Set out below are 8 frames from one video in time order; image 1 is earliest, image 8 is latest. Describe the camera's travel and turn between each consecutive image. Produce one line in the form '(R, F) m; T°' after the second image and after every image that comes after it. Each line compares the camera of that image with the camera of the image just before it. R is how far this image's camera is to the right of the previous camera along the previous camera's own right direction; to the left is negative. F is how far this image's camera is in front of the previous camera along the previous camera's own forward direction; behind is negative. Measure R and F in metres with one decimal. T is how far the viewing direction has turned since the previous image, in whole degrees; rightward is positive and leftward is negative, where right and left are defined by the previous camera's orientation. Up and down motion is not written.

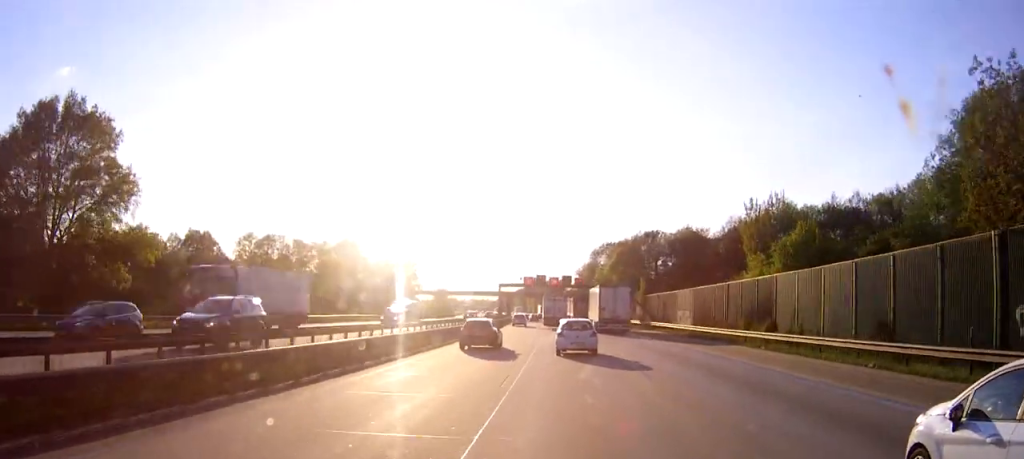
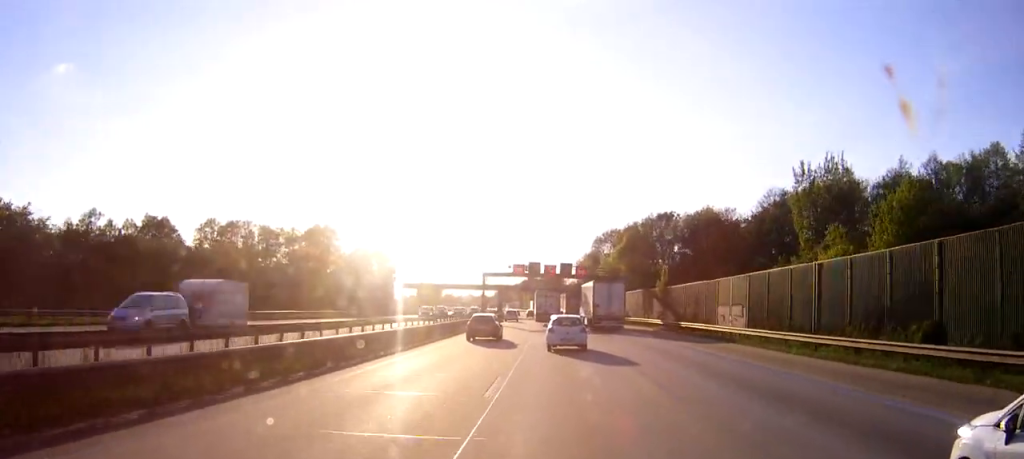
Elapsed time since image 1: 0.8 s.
(-0.3, +20.4) m; 0°
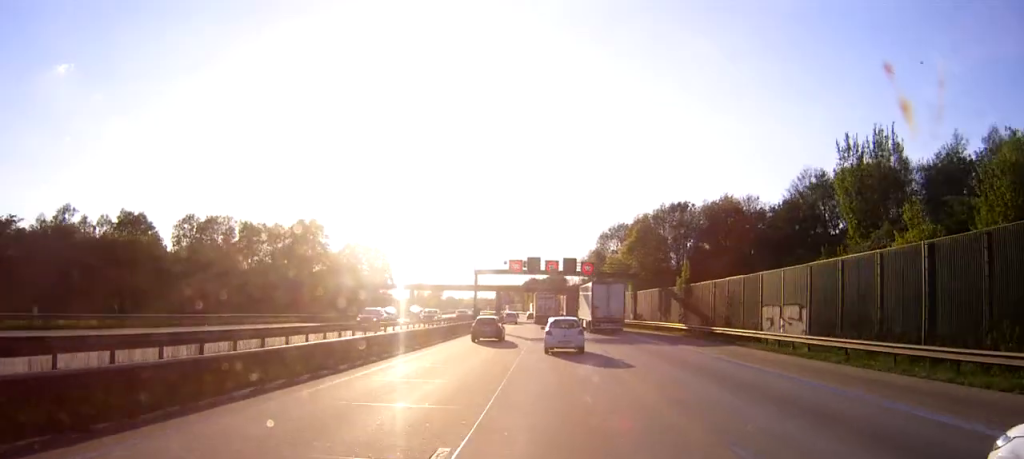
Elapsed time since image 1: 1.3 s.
(+0.1, +11.5) m; 0°
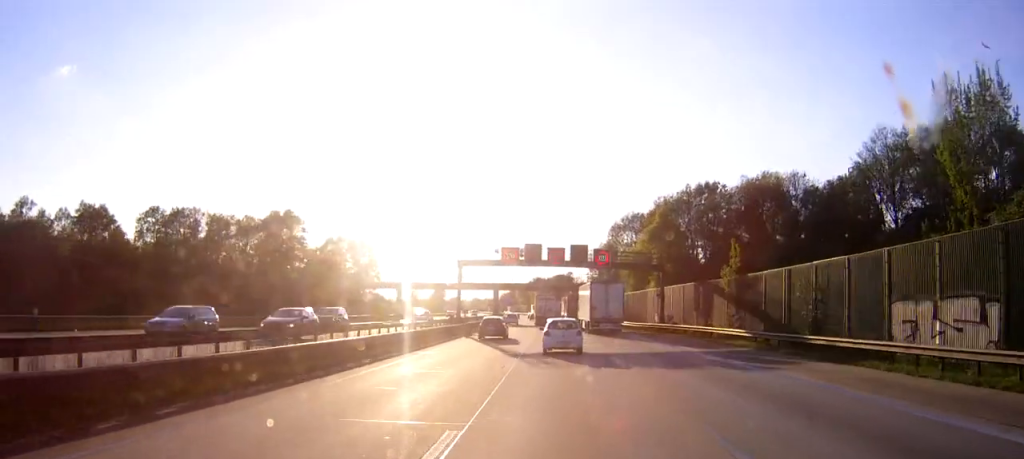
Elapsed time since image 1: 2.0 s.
(0.0, +17.1) m; 0°
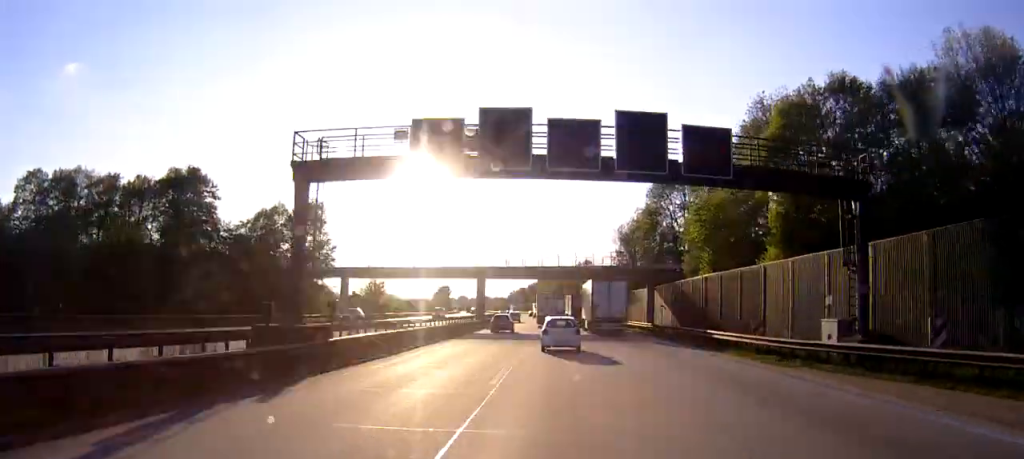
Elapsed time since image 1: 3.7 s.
(-0.2, +41.0) m; 0°
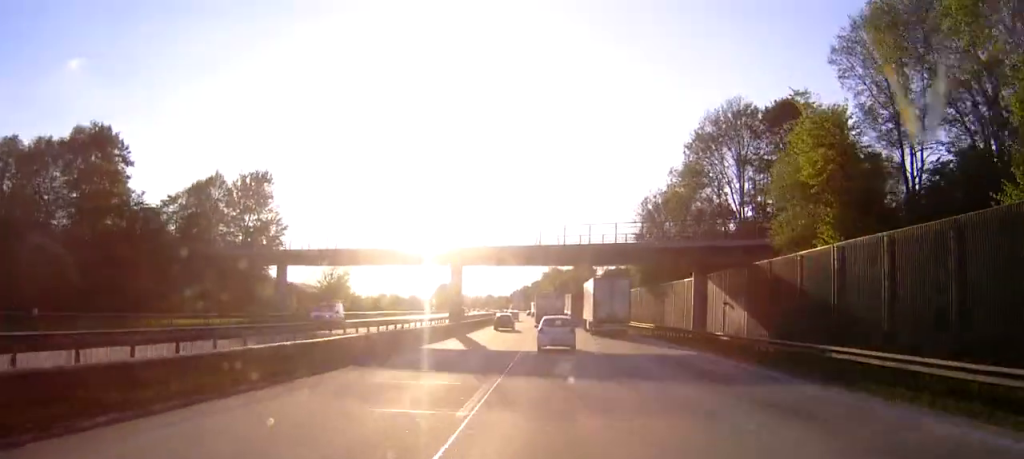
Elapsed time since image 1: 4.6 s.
(0.0, +23.1) m; -1°
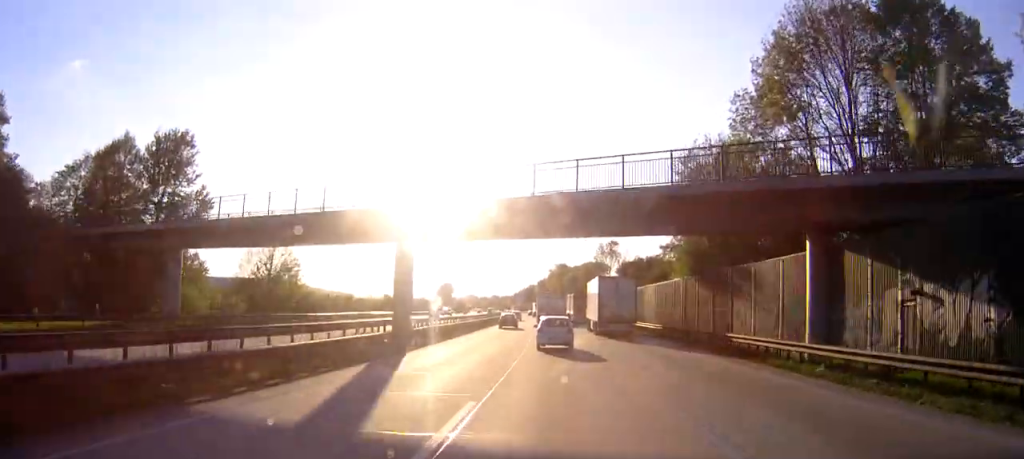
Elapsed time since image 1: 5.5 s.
(-0.2, +22.4) m; -1°
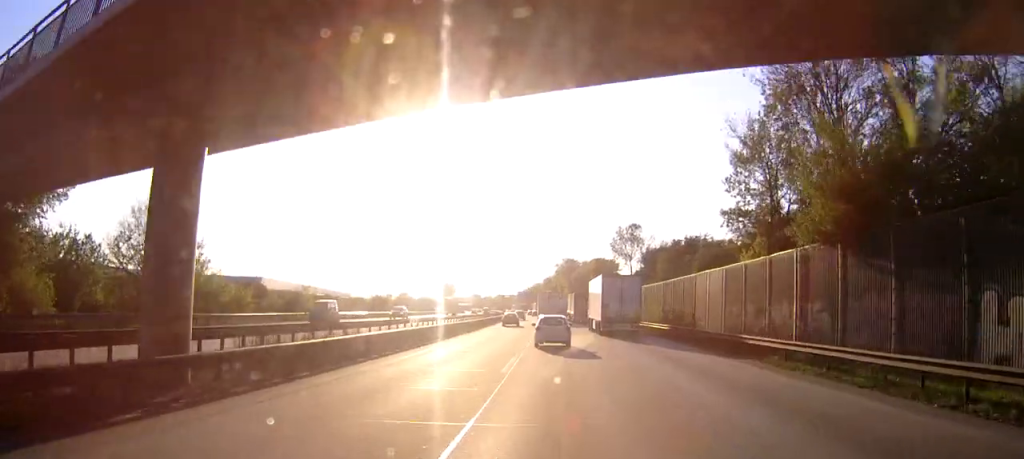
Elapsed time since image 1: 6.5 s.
(-0.3, +24.0) m; -1°
